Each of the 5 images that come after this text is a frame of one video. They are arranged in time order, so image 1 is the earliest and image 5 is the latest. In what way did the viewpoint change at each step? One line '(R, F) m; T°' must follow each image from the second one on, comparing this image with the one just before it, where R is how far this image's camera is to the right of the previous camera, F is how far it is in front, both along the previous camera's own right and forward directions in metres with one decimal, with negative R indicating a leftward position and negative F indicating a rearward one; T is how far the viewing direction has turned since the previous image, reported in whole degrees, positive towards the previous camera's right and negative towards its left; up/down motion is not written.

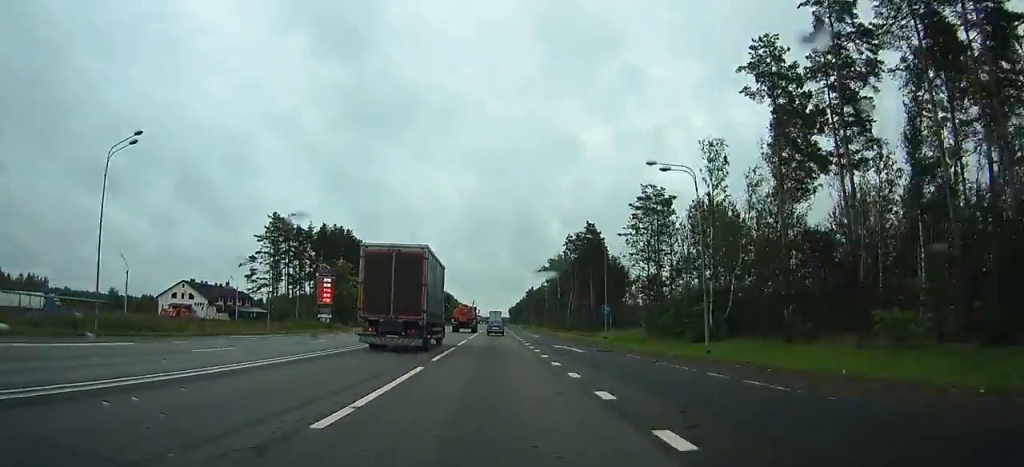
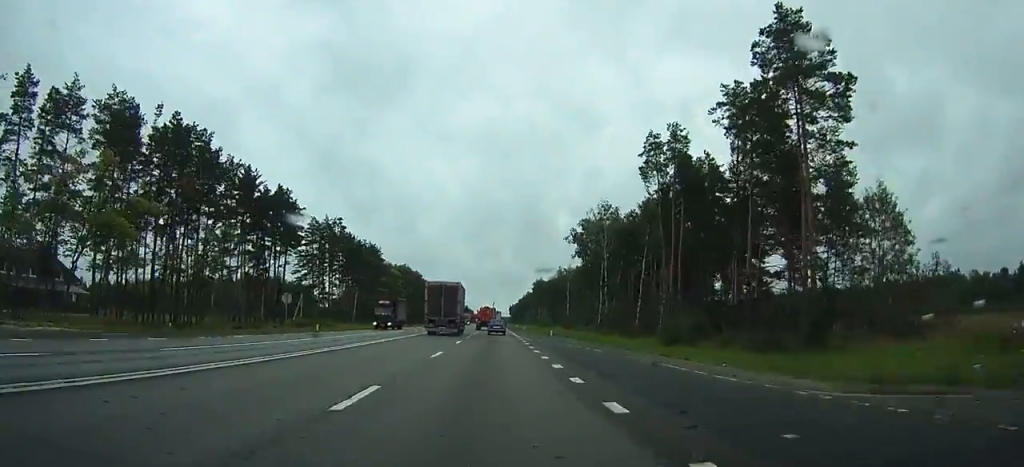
(+0.8, +83.5) m; +1°
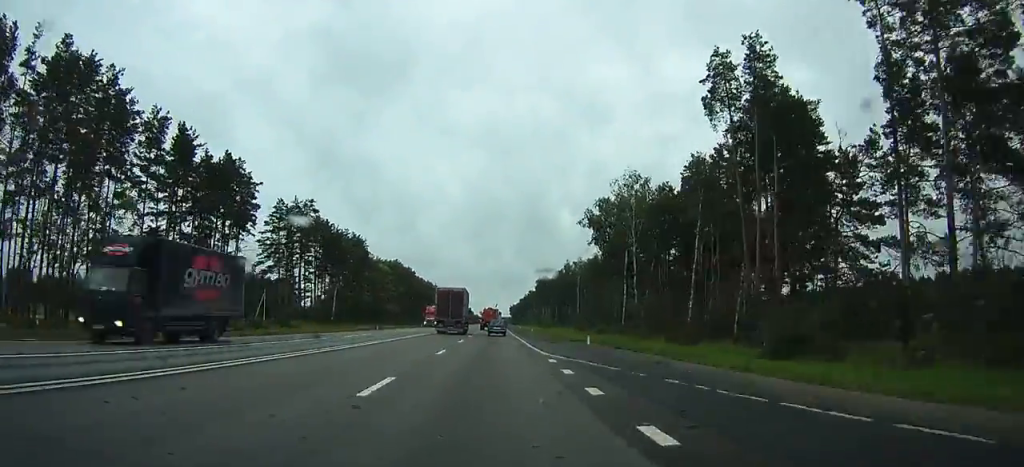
(0.0, +24.2) m; 0°
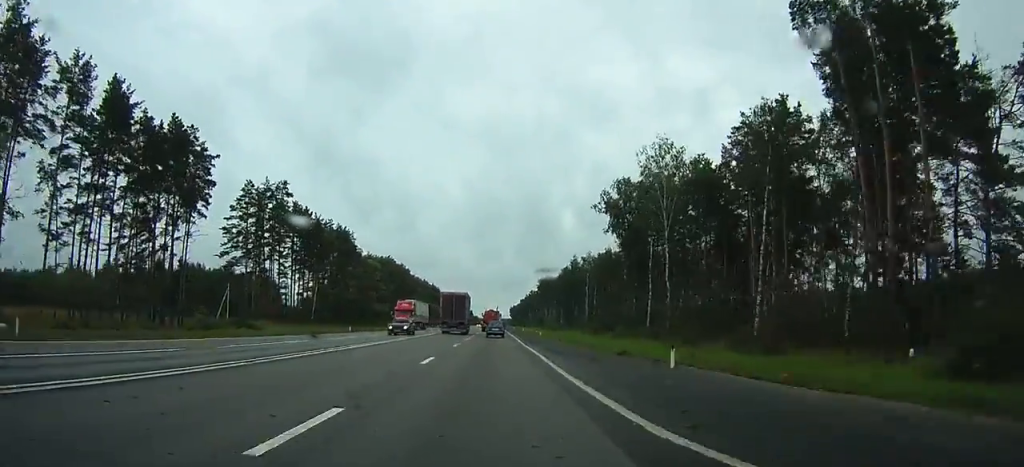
(0.0, +17.6) m; 0°
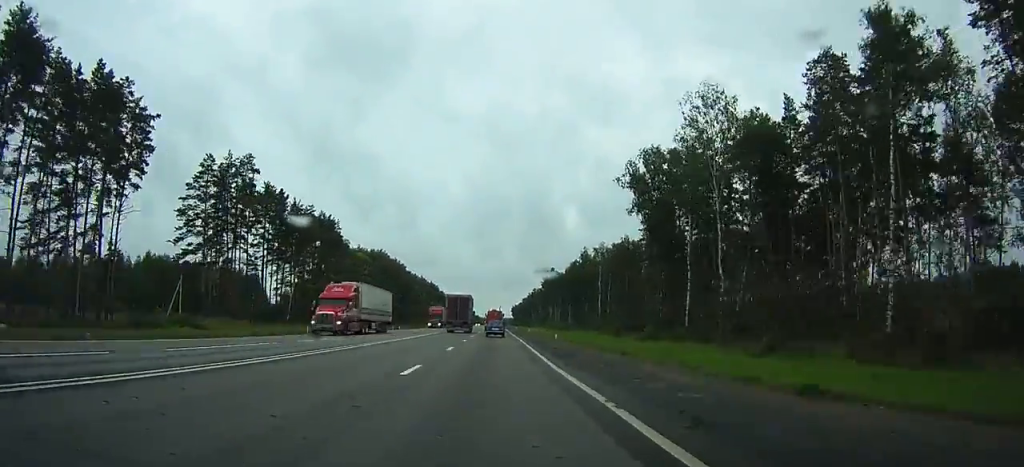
(+0.1, +18.4) m; 0°
